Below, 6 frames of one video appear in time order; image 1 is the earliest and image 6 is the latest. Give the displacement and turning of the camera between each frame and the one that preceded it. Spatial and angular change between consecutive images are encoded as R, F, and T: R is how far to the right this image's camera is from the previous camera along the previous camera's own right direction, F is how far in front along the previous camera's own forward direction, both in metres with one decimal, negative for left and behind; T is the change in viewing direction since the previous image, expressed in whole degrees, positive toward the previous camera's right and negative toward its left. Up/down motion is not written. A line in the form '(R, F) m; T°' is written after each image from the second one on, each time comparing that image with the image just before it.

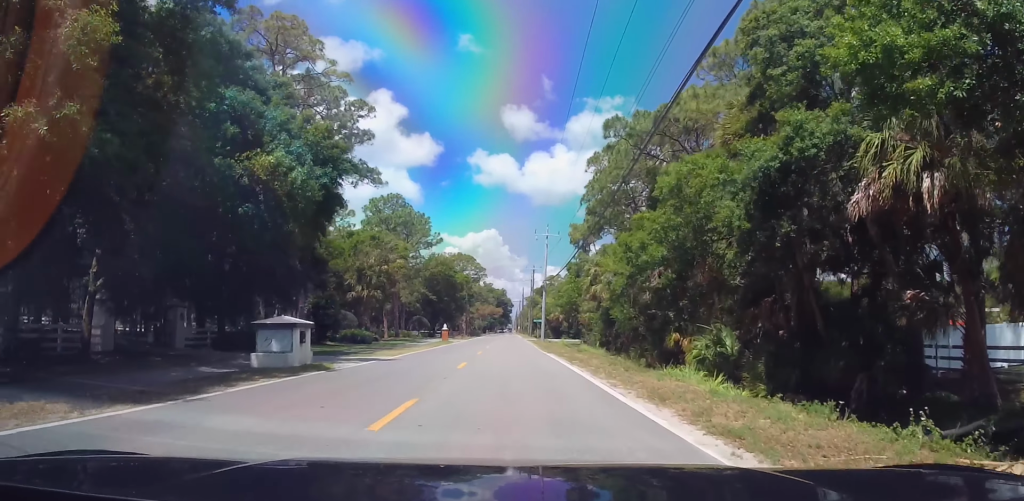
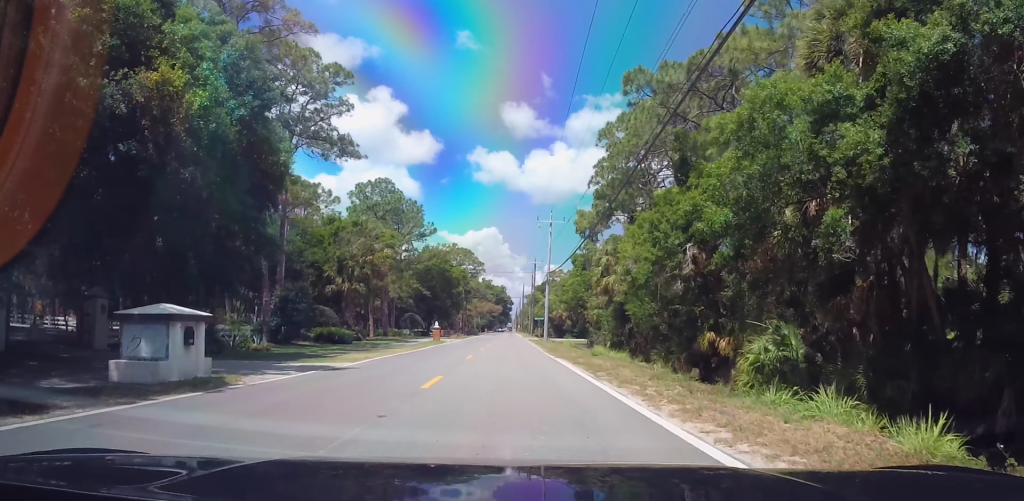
(0.0, +7.5) m; 0°
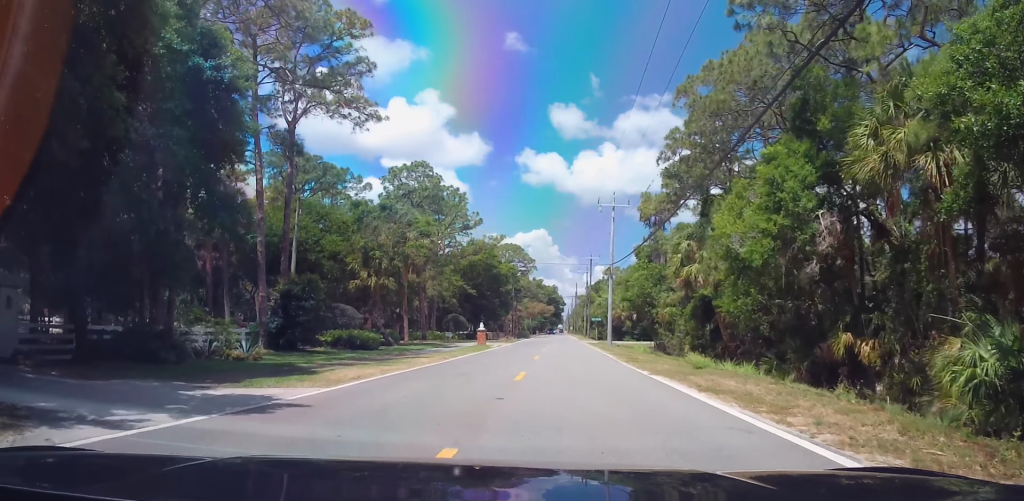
(-0.3, +10.1) m; -8°
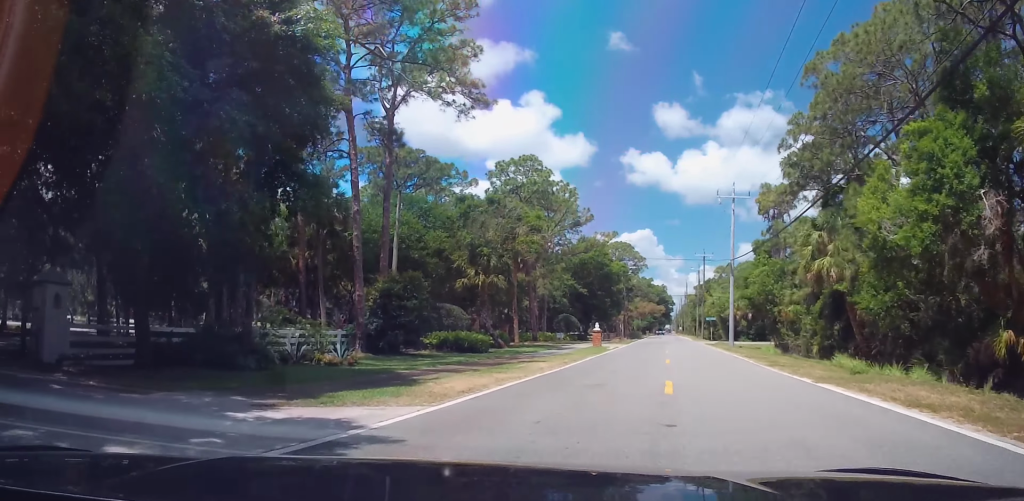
(0.0, +3.9) m; -8°
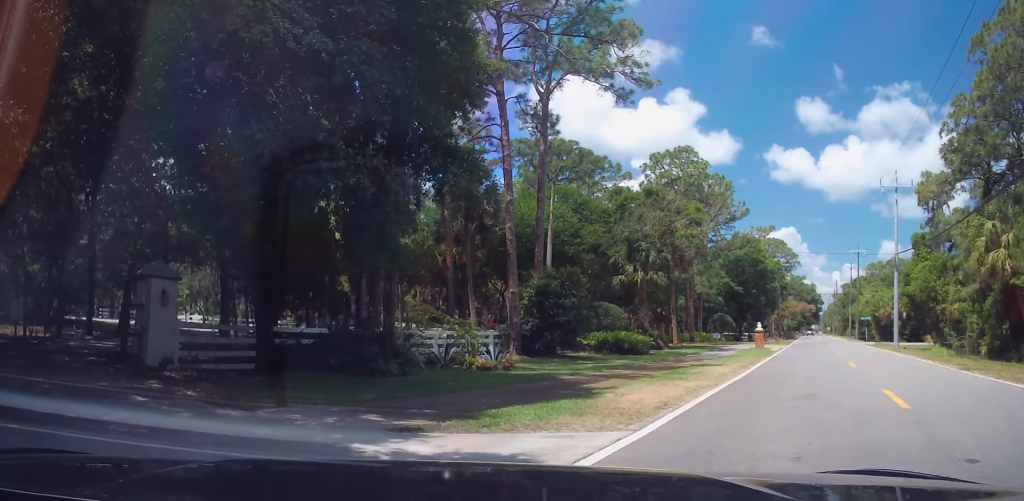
(-0.5, +2.9) m; -11°
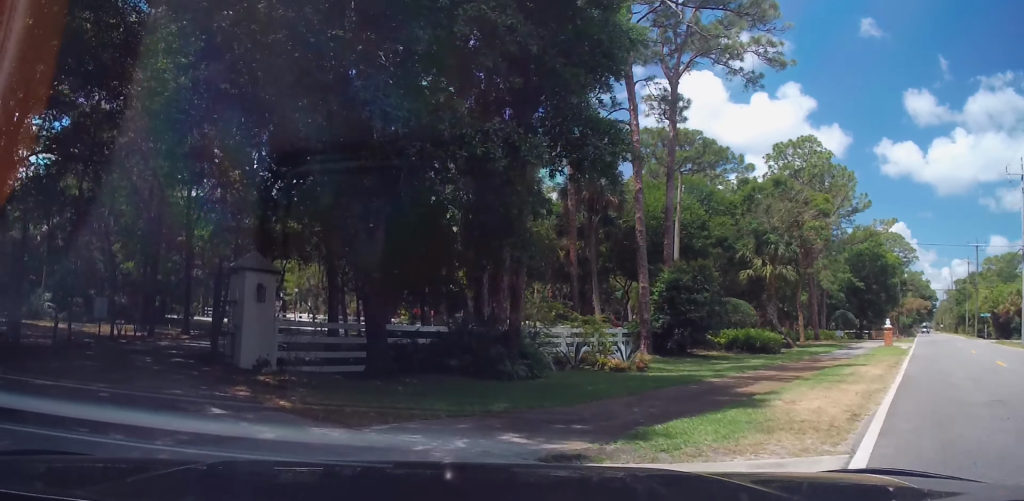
(-0.1, +2.3) m; -9°
